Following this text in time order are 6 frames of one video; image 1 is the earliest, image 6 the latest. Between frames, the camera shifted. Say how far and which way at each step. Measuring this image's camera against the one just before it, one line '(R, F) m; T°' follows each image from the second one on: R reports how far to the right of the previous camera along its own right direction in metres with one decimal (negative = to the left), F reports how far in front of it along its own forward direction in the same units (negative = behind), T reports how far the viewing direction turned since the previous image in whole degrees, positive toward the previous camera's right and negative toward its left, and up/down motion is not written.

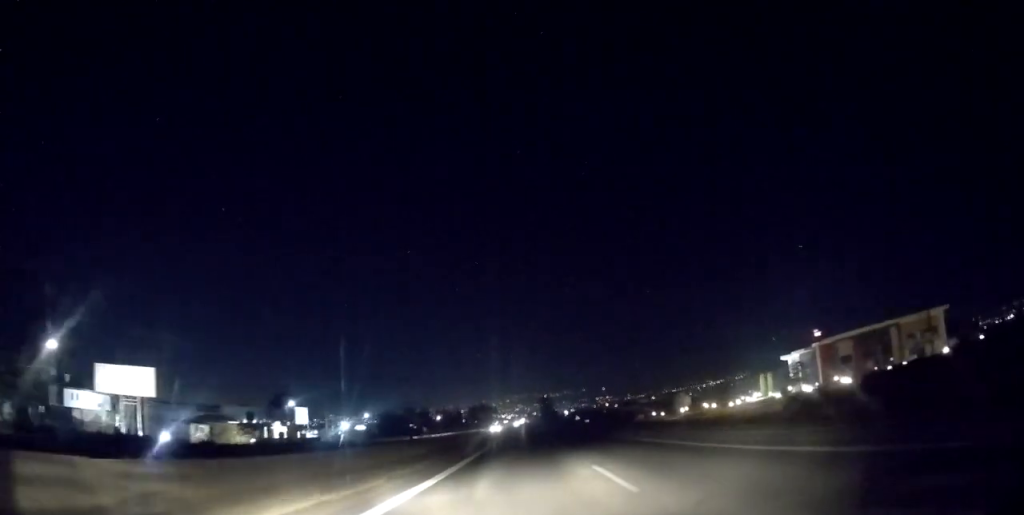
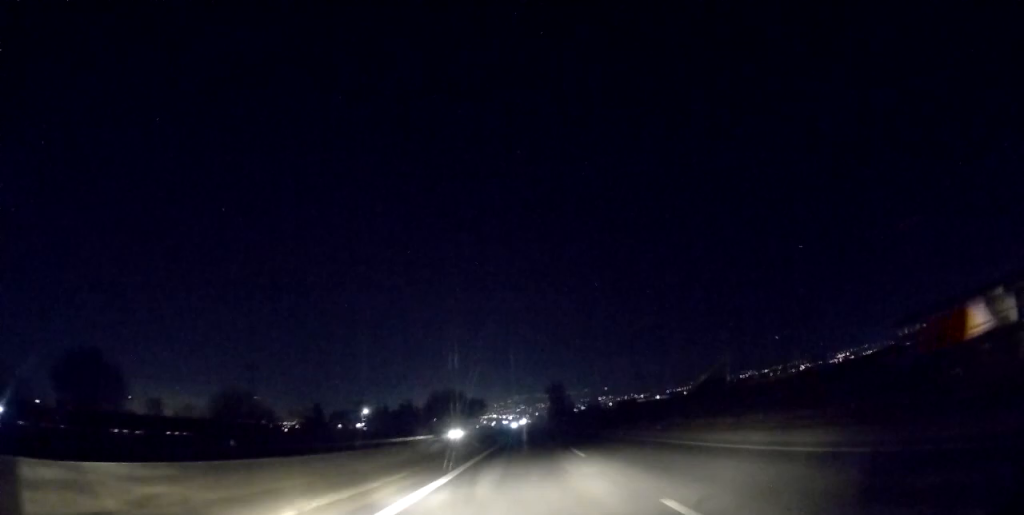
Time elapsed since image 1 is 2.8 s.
(0.0, +97.3) m; 0°
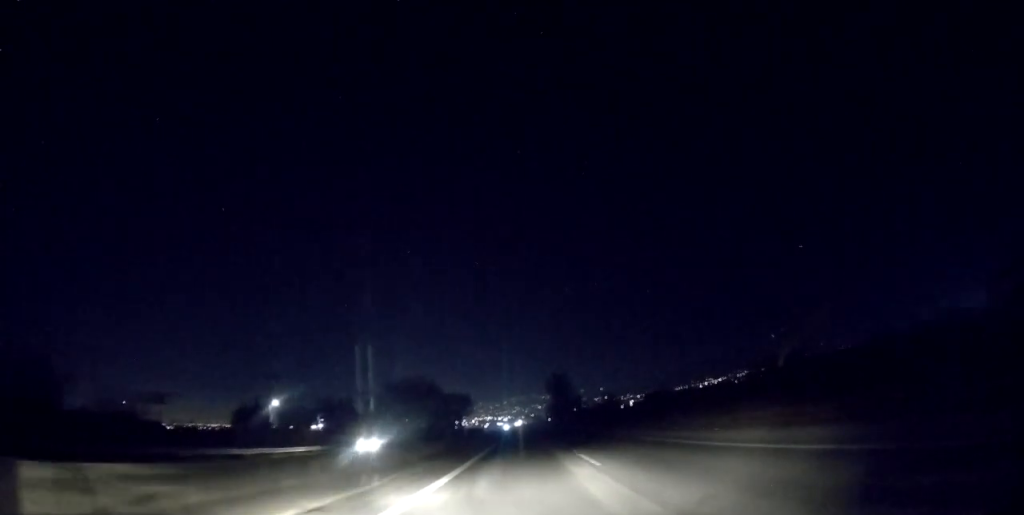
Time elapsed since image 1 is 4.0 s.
(-0.3, +40.2) m; 0°
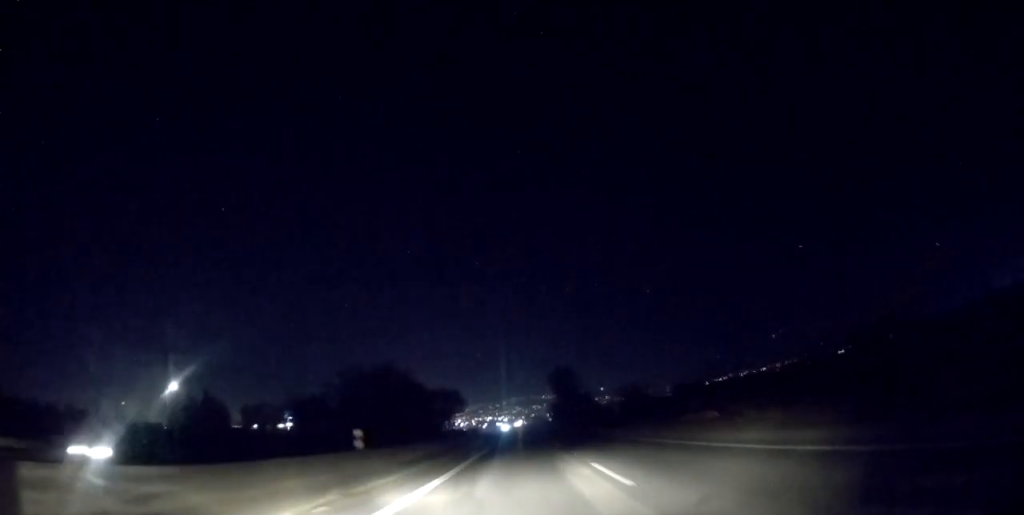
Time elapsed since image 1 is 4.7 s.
(+0.1, +23.2) m; 0°
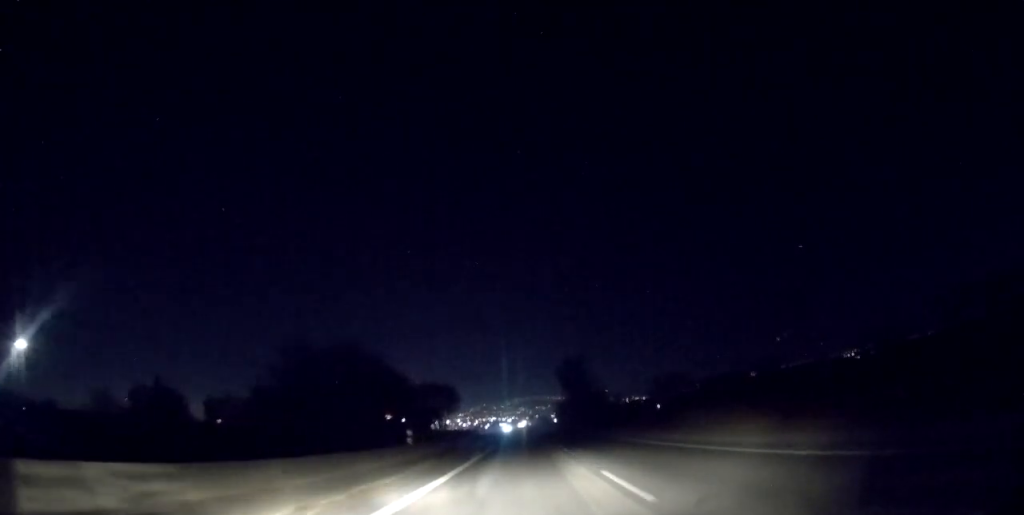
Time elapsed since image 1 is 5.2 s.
(+0.3, +19.8) m; 0°
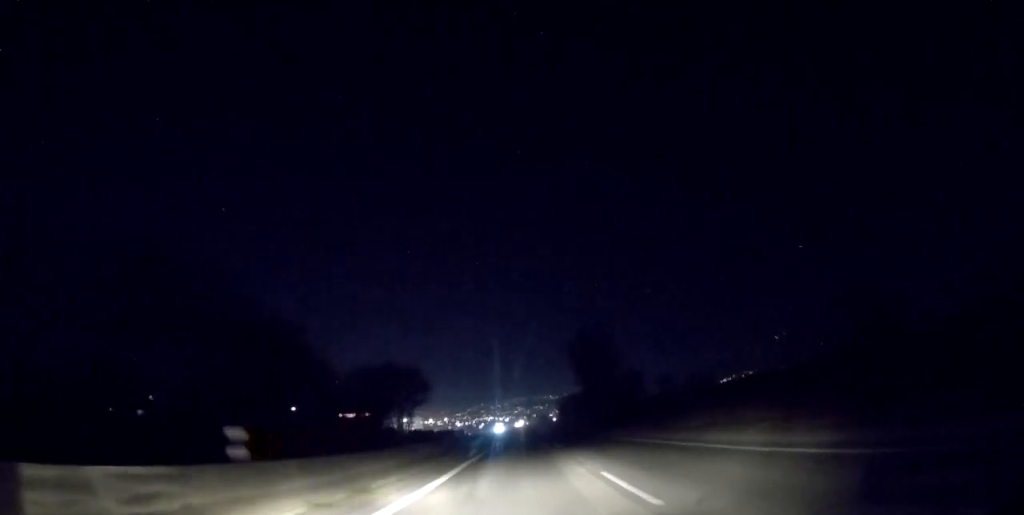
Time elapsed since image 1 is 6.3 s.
(-0.5, +36.5) m; 0°
